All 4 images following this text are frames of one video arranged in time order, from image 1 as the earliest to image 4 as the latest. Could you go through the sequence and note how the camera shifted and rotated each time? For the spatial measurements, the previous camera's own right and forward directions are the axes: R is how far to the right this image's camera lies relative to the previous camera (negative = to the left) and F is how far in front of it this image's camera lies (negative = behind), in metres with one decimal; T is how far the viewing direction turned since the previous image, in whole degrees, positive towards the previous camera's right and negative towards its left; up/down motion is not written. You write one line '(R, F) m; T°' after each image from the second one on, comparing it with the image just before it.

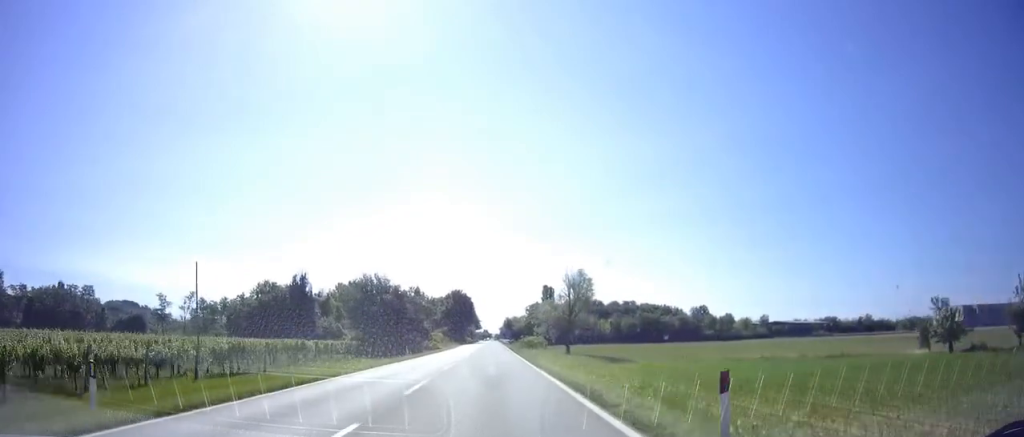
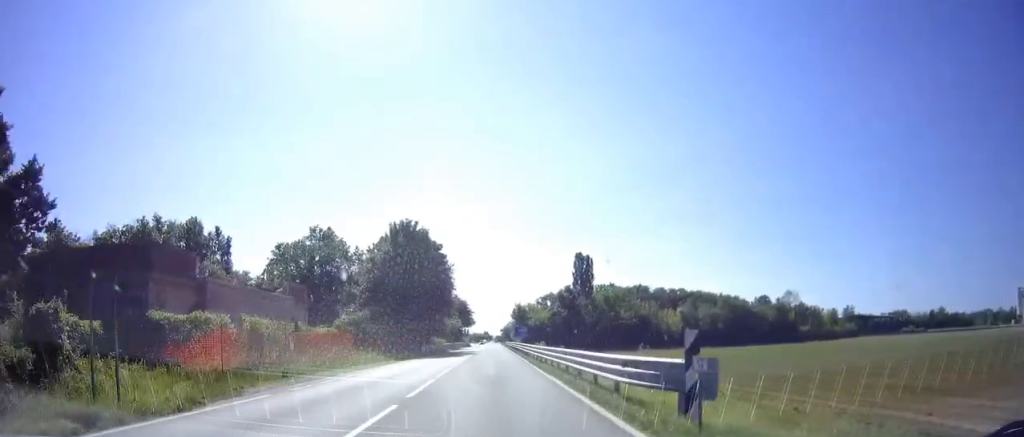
(0.0, +74.3) m; 0°
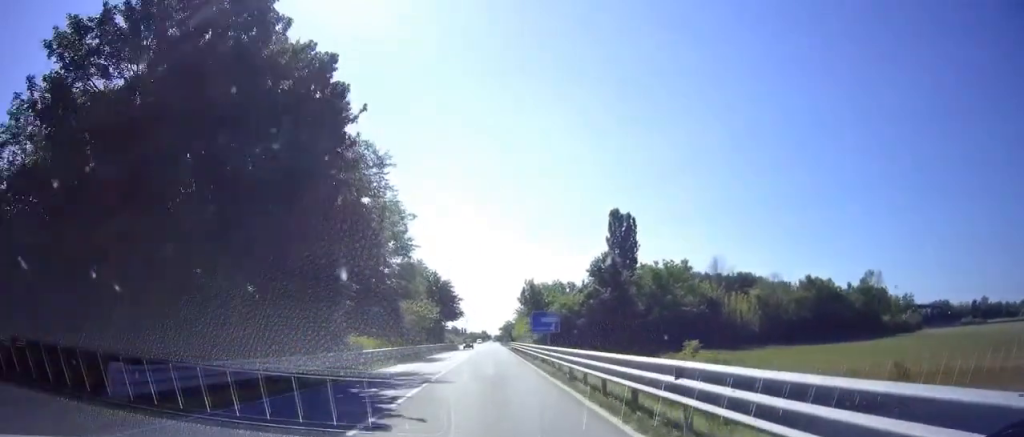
(+0.6, +38.2) m; 0°
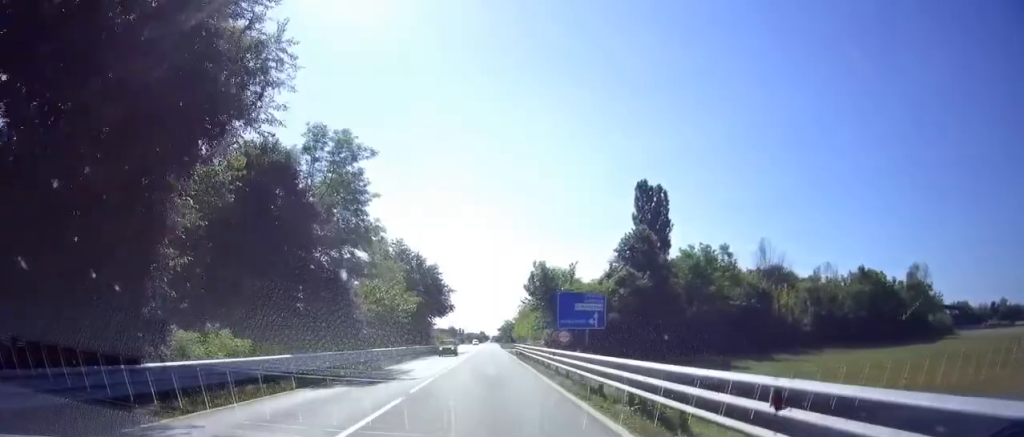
(-0.3, +15.7) m; 0°
